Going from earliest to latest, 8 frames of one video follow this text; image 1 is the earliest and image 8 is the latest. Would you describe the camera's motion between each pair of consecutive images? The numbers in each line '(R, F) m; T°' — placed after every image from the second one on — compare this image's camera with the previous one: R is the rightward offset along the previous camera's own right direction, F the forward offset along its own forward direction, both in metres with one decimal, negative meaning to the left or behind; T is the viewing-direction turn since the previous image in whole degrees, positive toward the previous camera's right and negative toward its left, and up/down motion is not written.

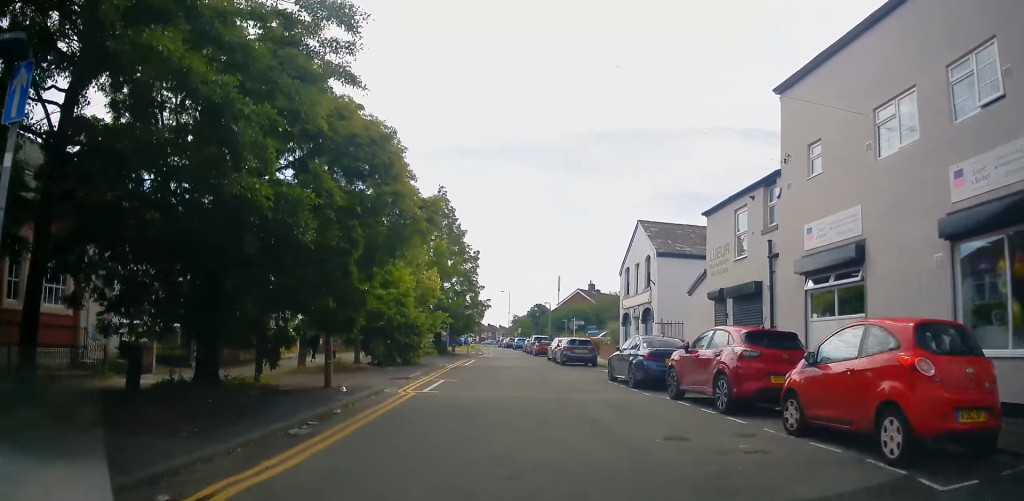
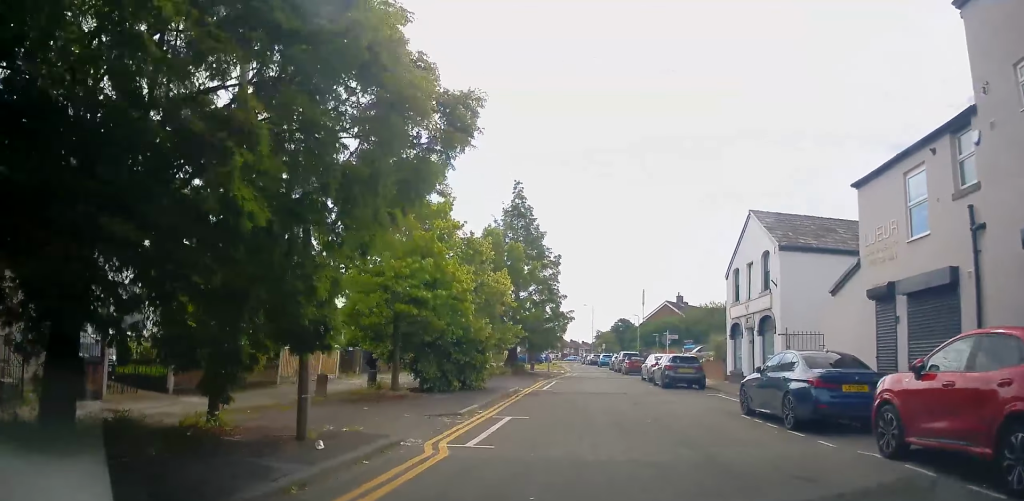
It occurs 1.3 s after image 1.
(-1.0, +4.9) m; -11°
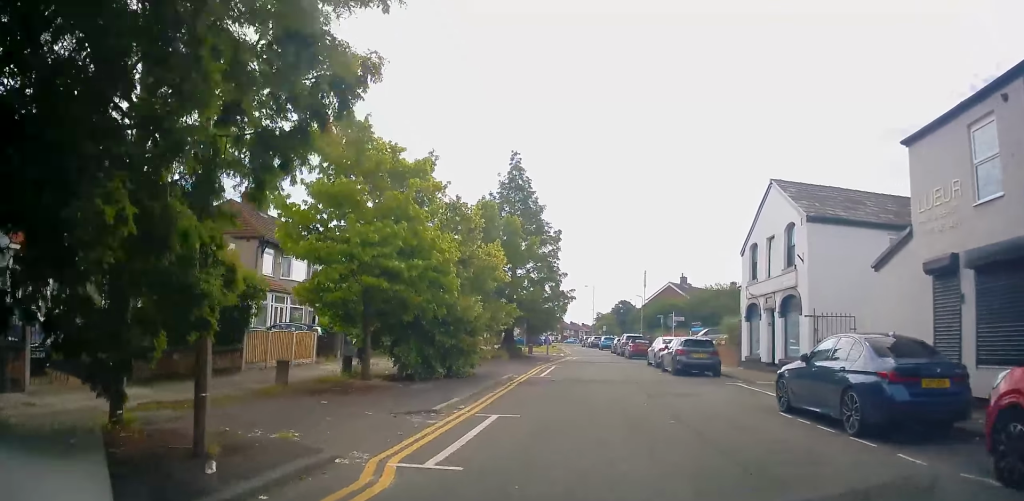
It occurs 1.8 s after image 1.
(+0.1, +2.4) m; +3°
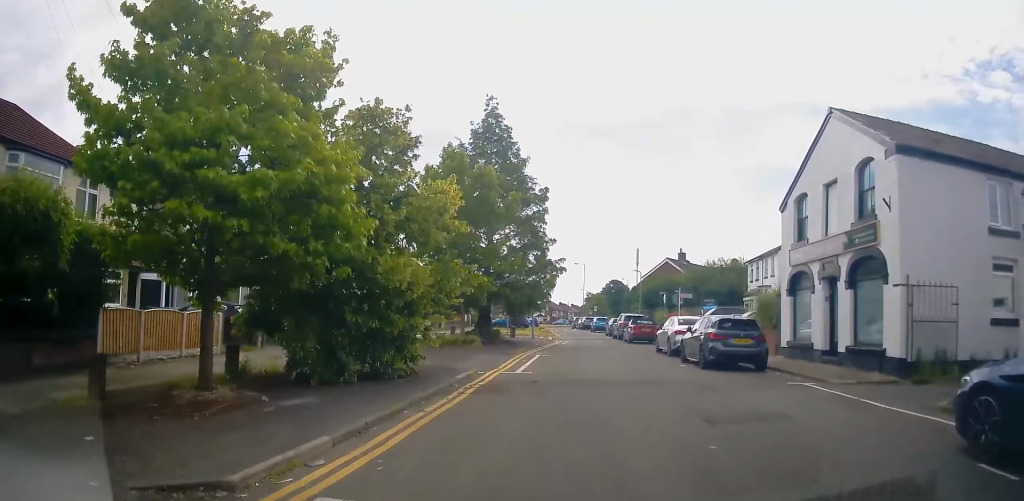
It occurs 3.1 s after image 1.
(+0.5, +6.1) m; +3°
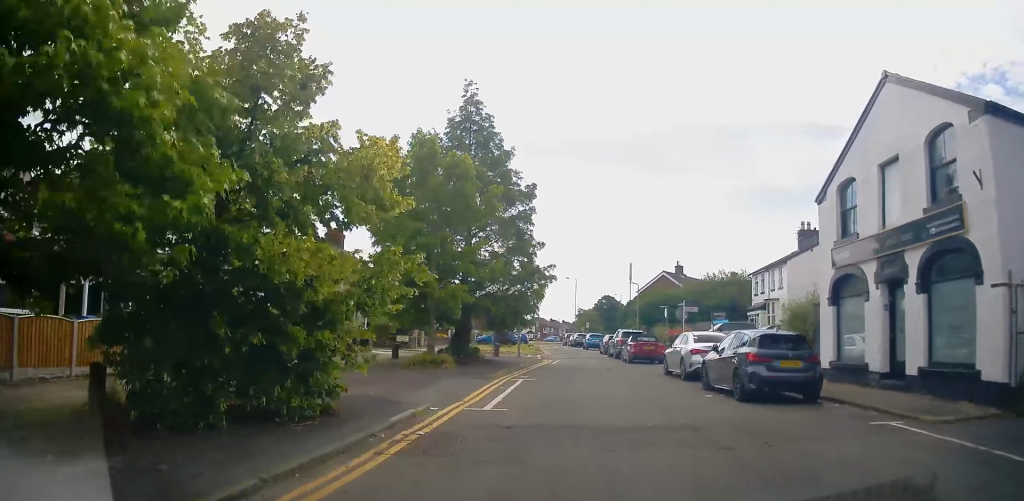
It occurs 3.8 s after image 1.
(0.0, +3.9) m; -1°
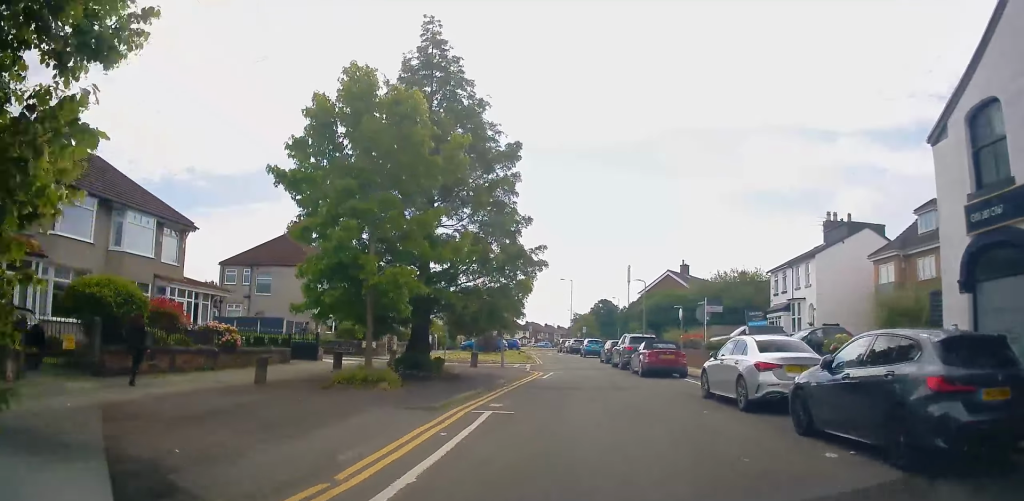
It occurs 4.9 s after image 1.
(-0.1, +6.1) m; +1°
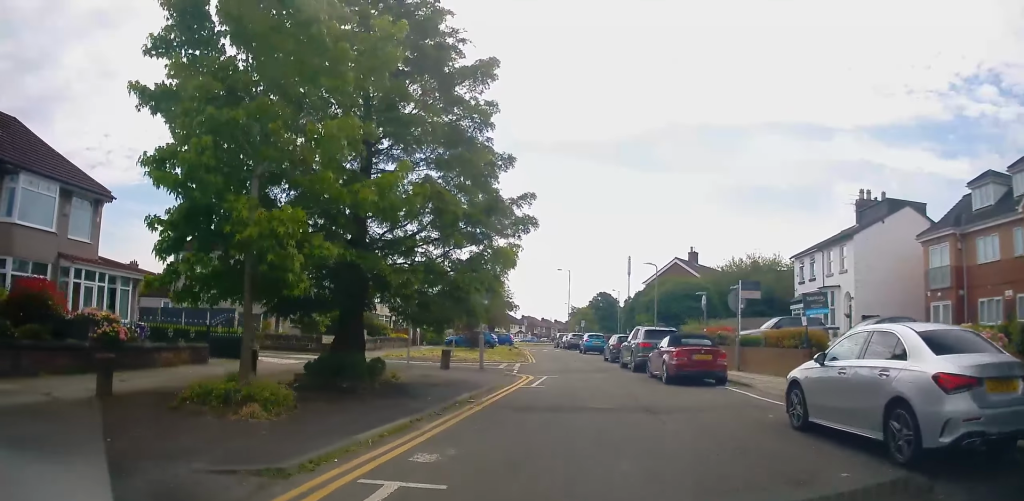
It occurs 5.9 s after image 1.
(+0.2, +5.7) m; +1°
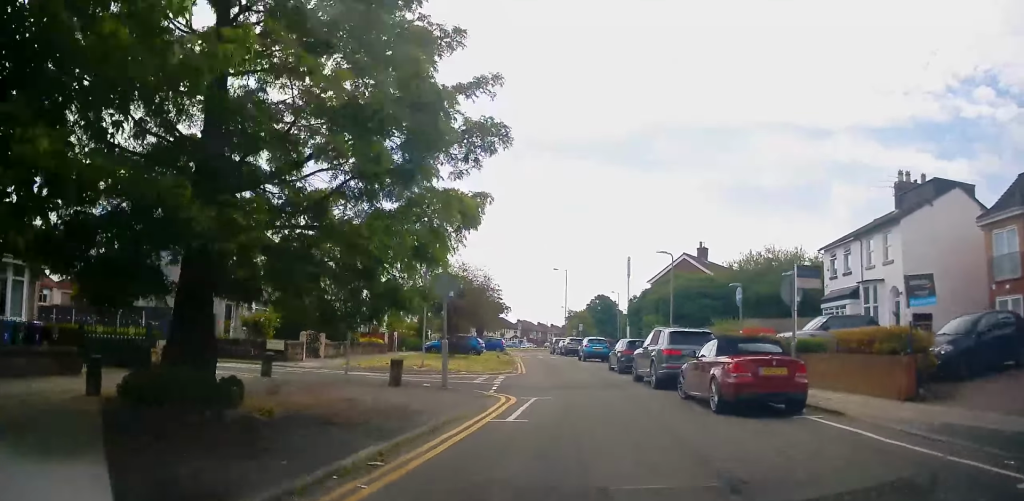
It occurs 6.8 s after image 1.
(-0.1, +5.7) m; 0°
